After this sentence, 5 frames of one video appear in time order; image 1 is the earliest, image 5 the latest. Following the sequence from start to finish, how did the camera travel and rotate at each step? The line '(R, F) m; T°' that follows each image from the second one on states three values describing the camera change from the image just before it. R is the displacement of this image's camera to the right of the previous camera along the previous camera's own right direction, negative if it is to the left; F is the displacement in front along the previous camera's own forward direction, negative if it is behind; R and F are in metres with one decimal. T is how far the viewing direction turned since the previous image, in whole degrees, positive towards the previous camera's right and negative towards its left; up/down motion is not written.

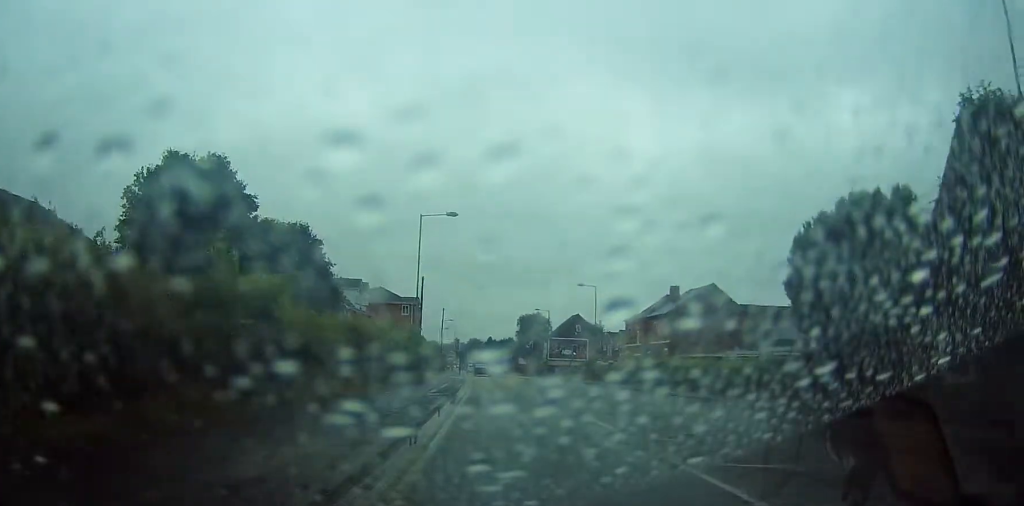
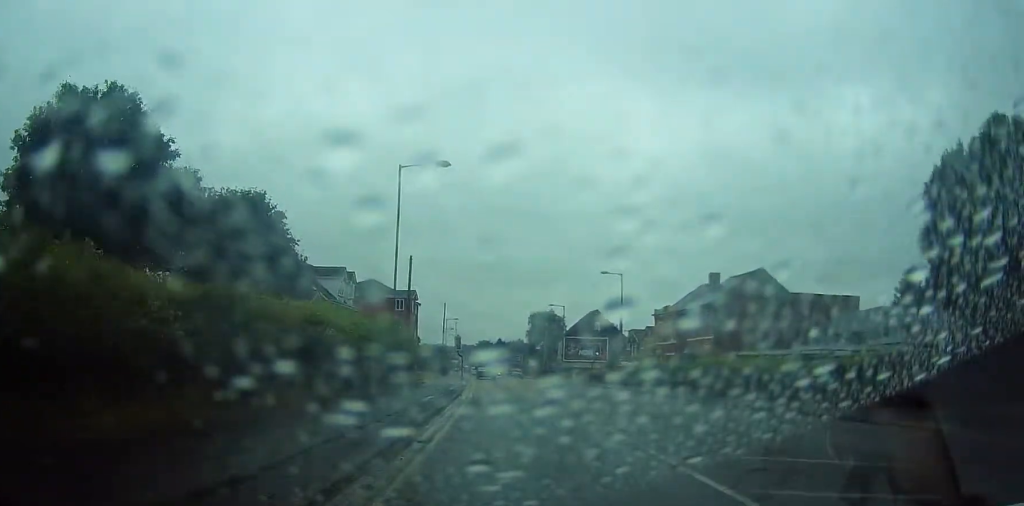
(+0.3, +11.4) m; 0°
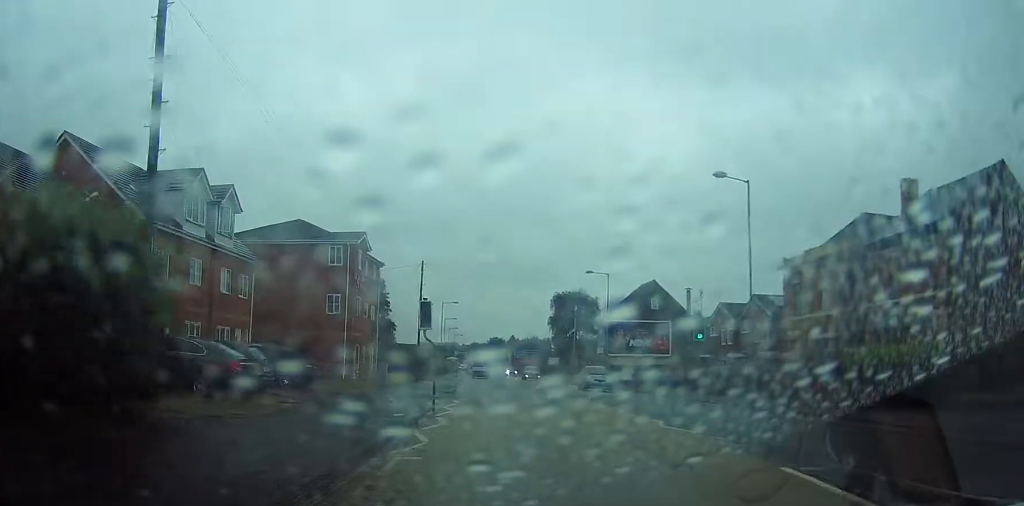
(-1.4, +31.9) m; -1°
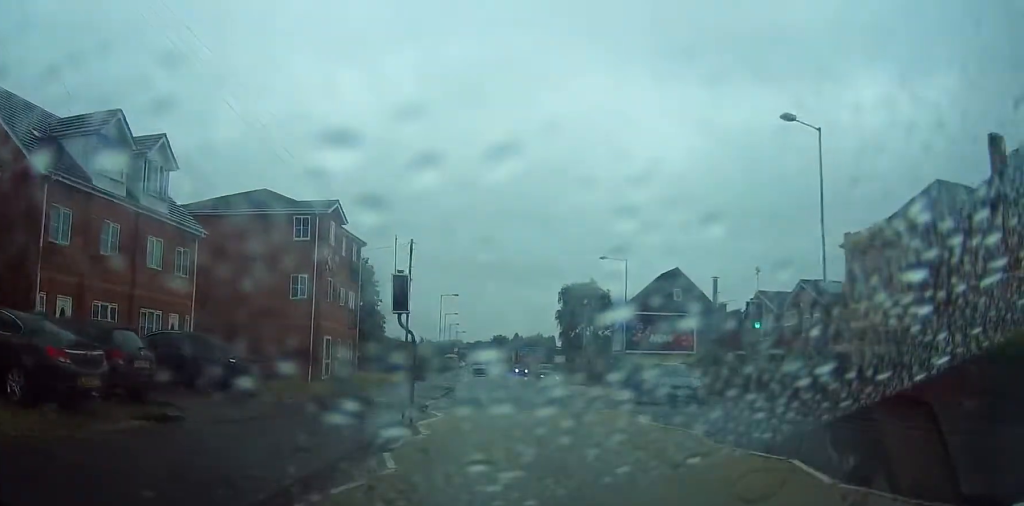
(+0.3, +7.9) m; 0°
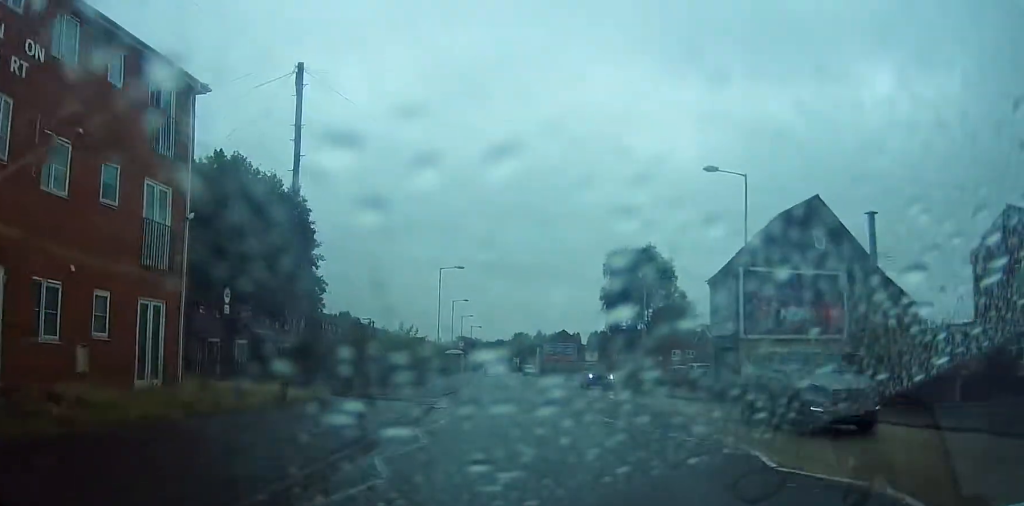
(-1.2, +25.5) m; -3°
